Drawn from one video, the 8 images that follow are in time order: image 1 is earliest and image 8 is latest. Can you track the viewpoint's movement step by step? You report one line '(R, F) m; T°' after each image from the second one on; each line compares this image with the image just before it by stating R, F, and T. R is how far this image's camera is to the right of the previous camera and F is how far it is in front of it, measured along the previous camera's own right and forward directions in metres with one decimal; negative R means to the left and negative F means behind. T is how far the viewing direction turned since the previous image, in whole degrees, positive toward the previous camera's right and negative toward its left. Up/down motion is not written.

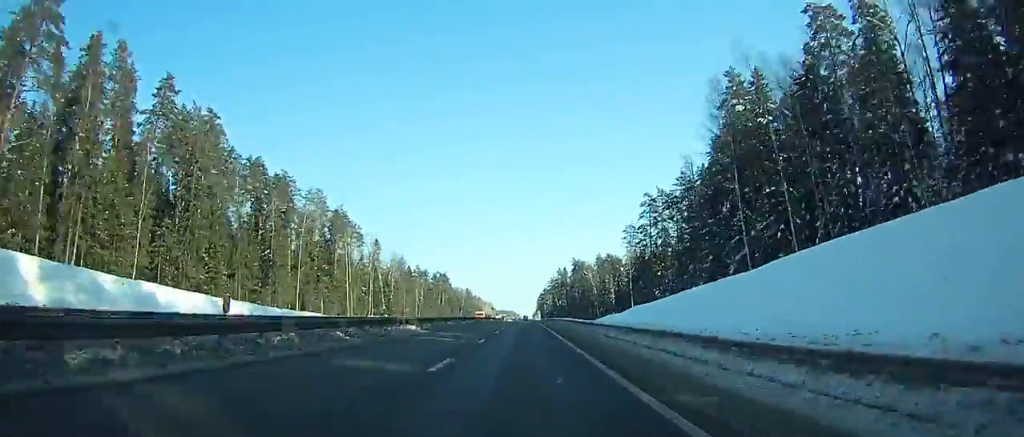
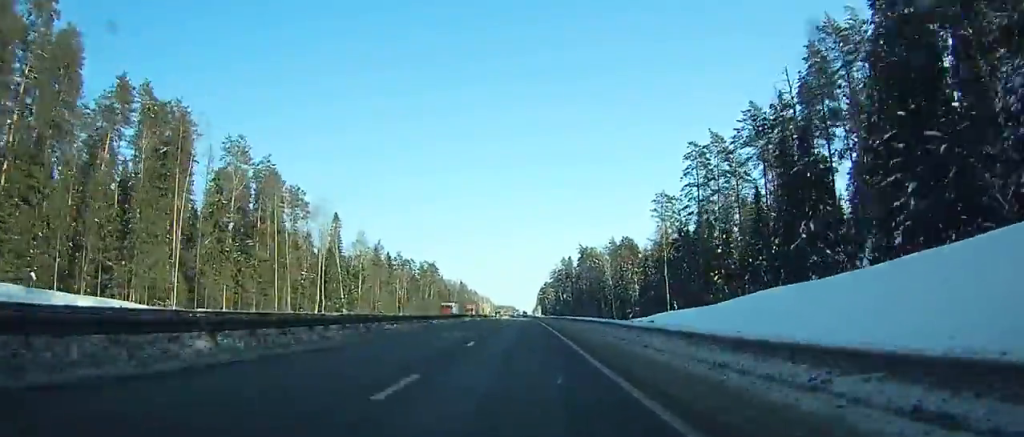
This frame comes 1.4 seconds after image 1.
(-0.2, +40.1) m; 0°
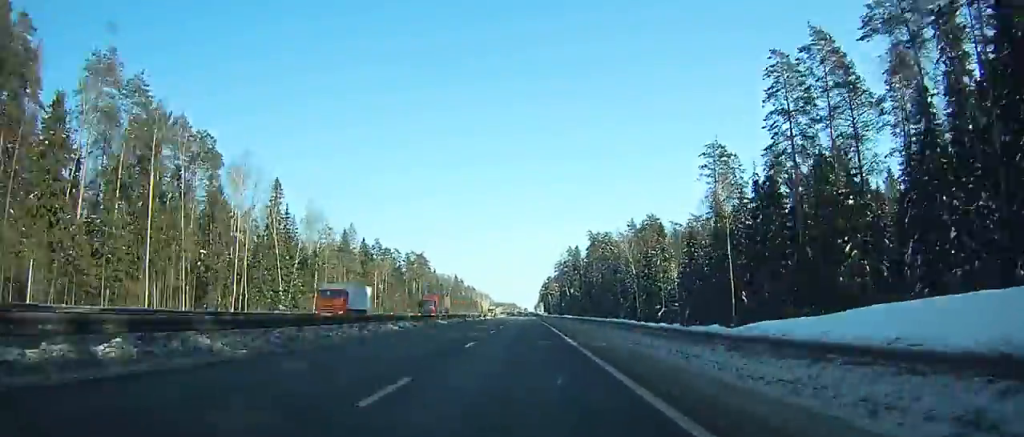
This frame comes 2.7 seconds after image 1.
(+0.1, +36.8) m; 0°
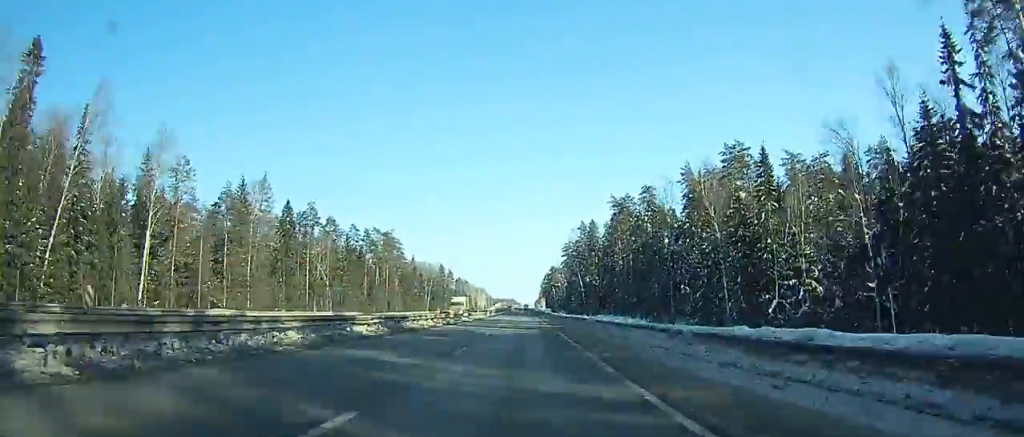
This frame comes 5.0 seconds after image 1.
(+0.1, +64.9) m; 0°
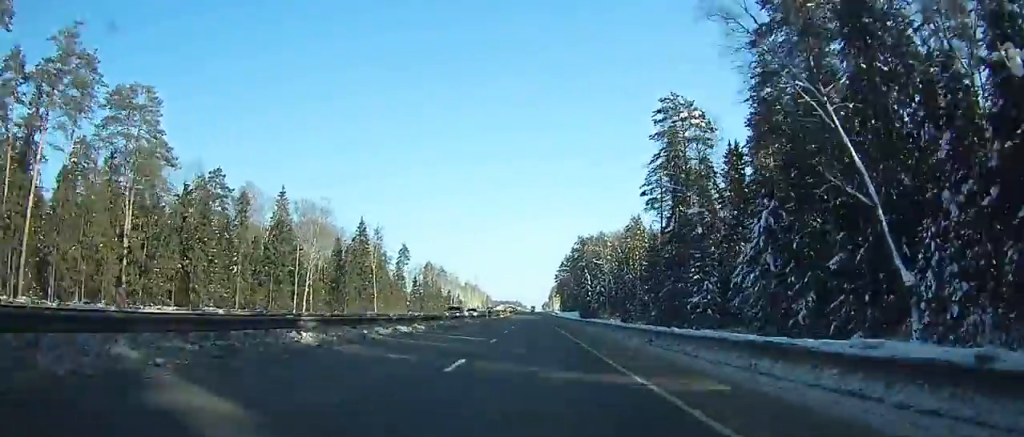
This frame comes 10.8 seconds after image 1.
(-1.3, +161.9) m; -1°
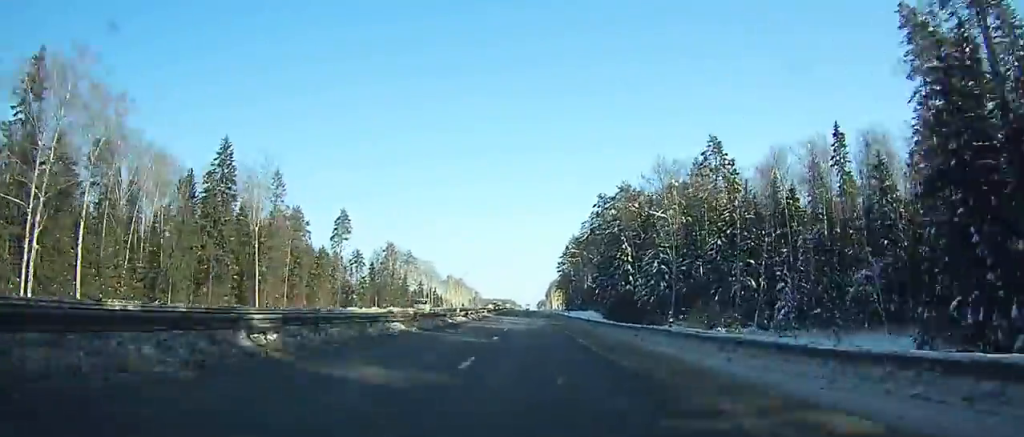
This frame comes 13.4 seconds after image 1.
(-0.1, +72.1) m; 0°
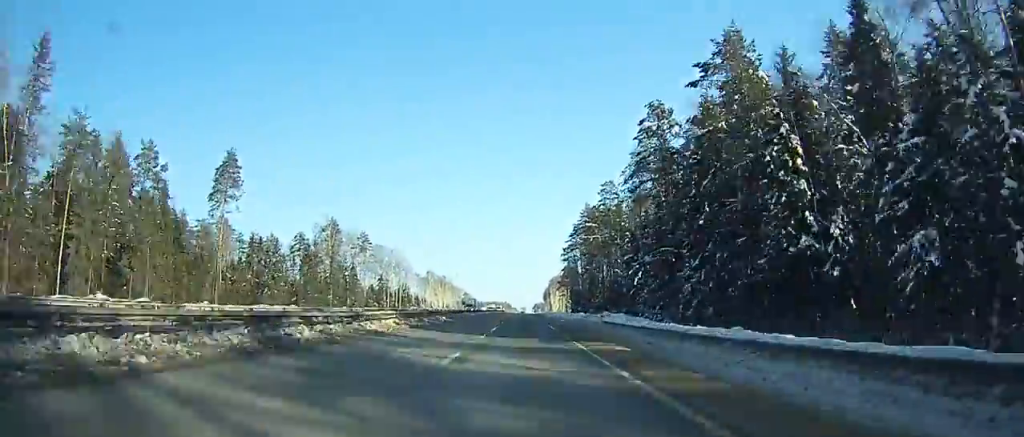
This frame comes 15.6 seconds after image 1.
(+0.5, +60.6) m; 0°
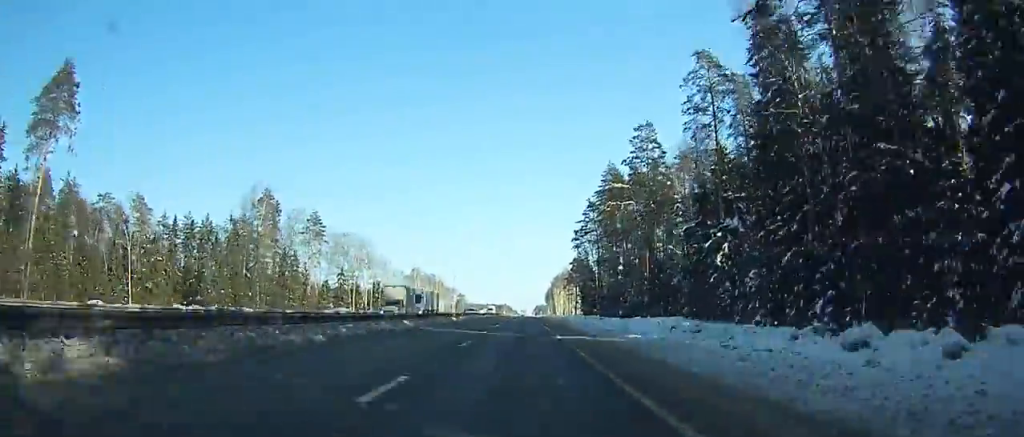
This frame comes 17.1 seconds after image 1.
(+0.1, +41.1) m; 0°
